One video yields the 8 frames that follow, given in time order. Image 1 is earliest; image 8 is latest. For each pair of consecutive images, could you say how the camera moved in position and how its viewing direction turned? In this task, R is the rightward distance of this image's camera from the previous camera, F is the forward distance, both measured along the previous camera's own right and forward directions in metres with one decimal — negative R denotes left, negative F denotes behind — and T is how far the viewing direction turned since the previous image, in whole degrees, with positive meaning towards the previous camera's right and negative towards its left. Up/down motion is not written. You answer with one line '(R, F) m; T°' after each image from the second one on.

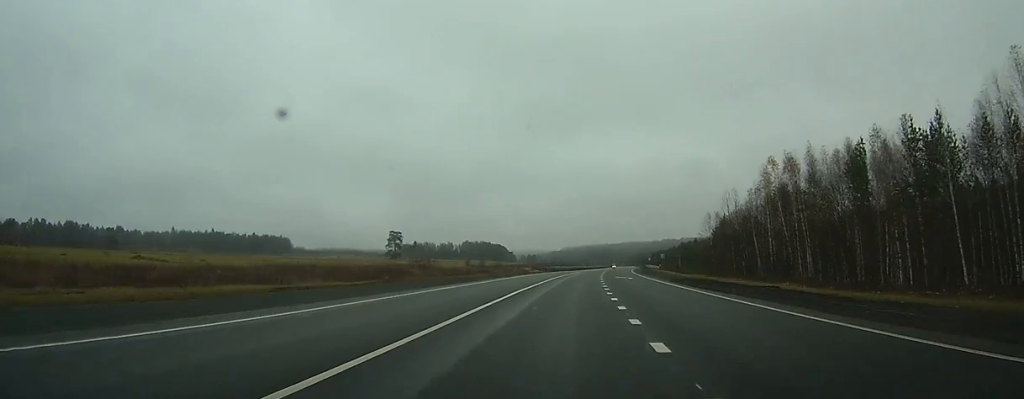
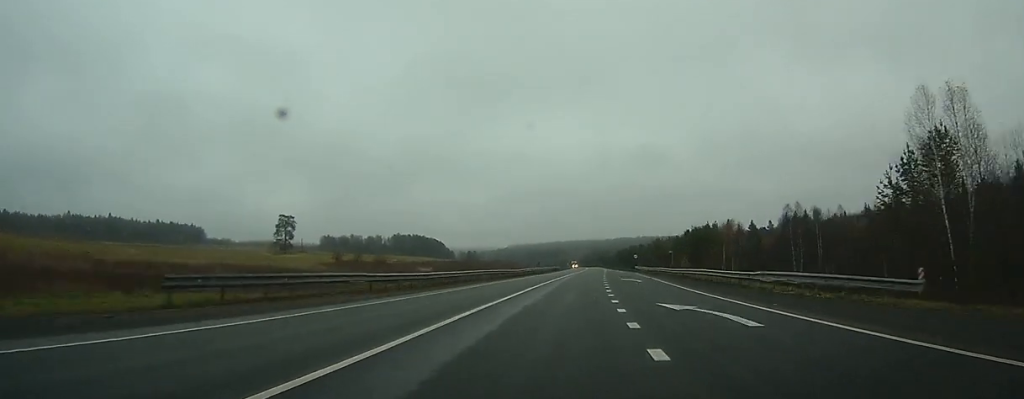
(+3.9, +96.7) m; +5°
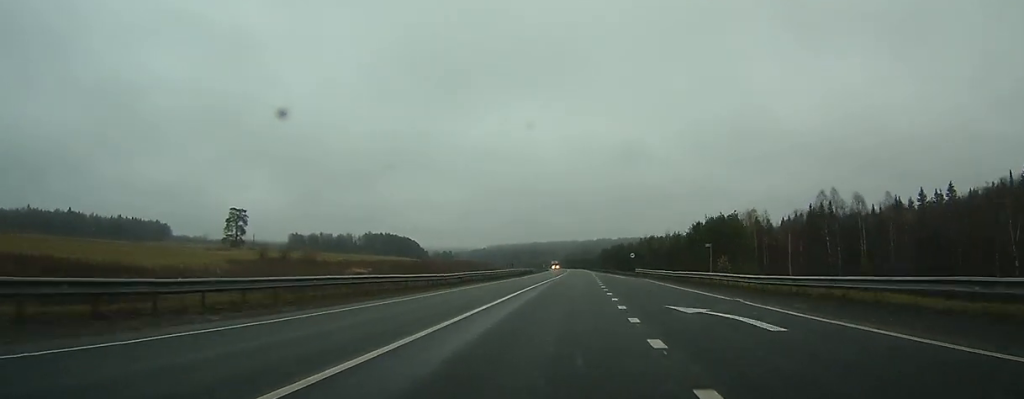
(+0.4, +30.8) m; +1°
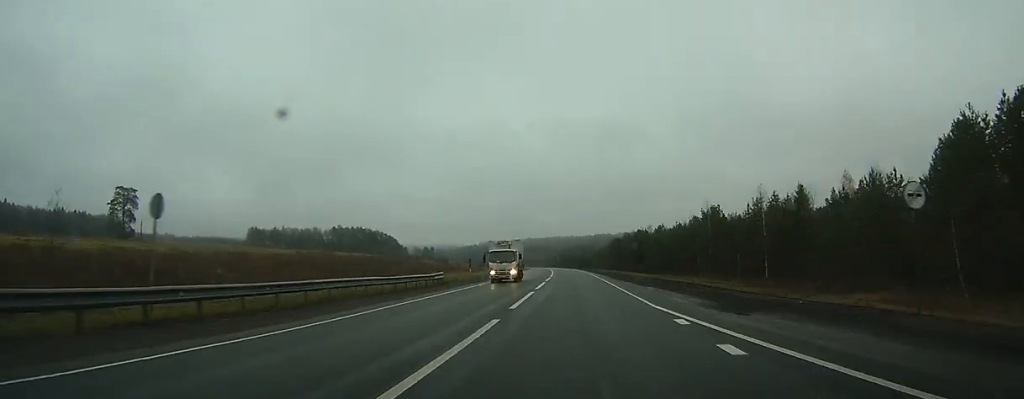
(+1.2, +81.6) m; +1°
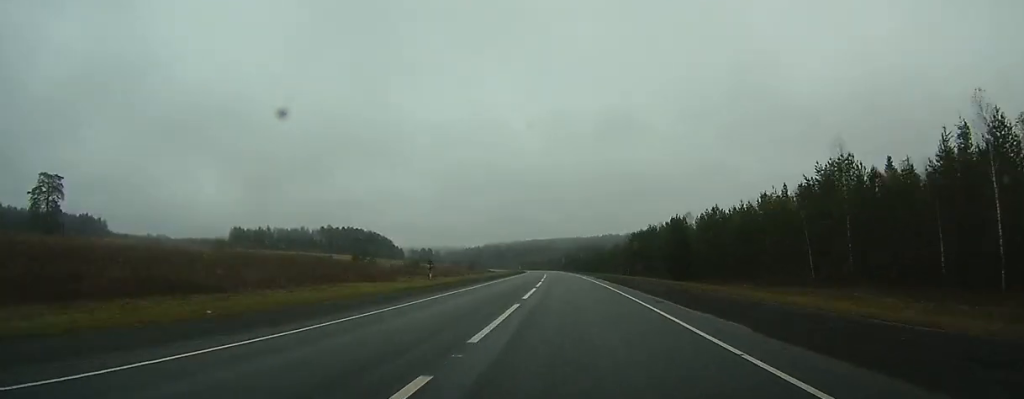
(-0.2, +42.7) m; -1°
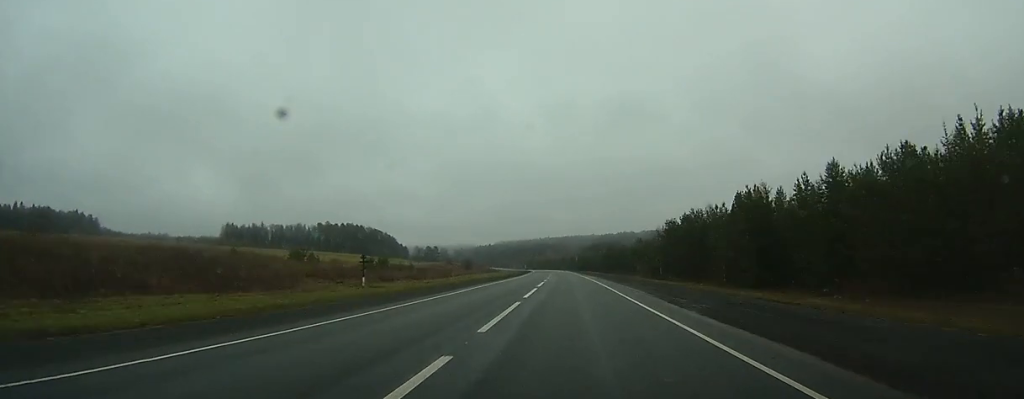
(-0.3, +34.7) m; -1°
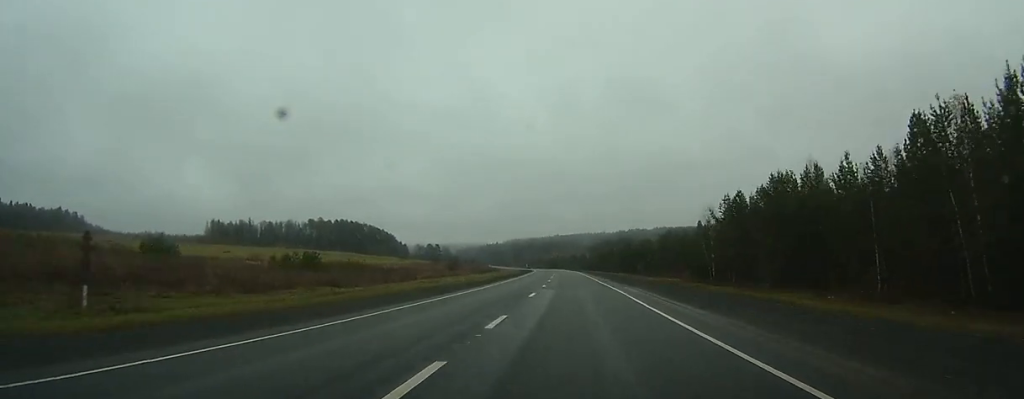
(-0.4, +36.4) m; -1°
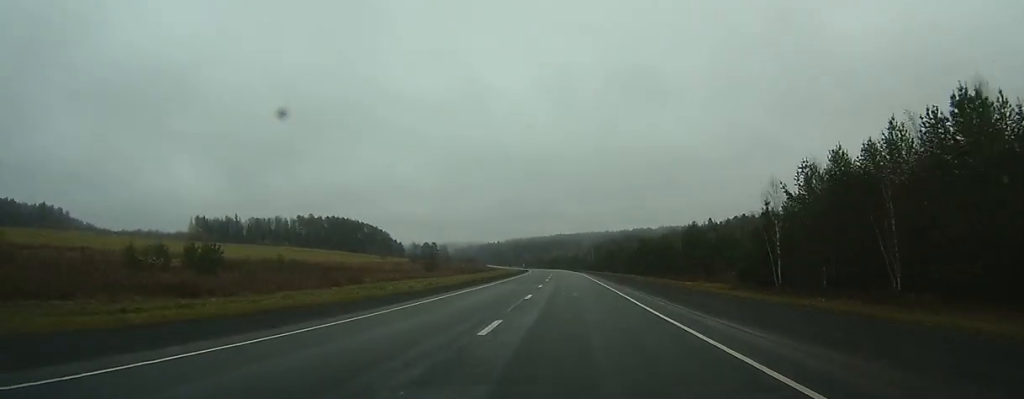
(-0.1, +24.9) m; -1°
